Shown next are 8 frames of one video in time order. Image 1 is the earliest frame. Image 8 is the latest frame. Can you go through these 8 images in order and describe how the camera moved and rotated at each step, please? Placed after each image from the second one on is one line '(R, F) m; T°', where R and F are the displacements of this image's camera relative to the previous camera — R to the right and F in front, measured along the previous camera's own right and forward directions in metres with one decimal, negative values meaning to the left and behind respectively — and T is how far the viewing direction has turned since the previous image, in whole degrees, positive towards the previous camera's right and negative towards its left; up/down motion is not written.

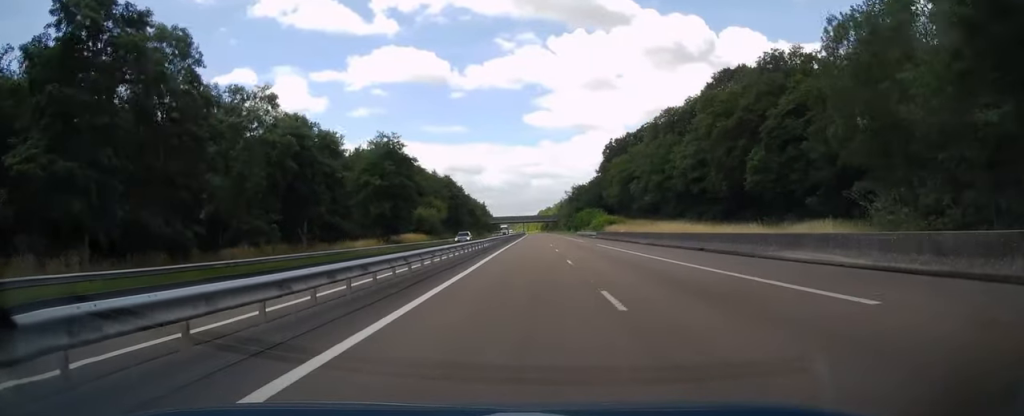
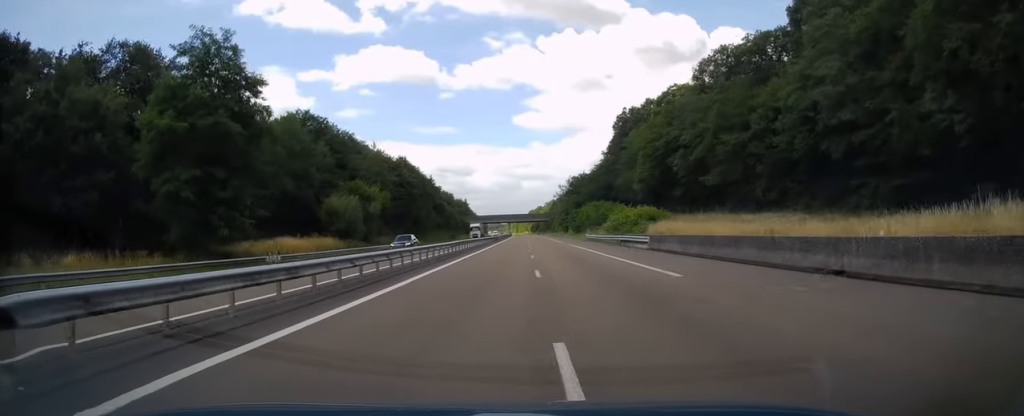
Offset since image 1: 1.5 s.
(0.0, +44.6) m; +1°
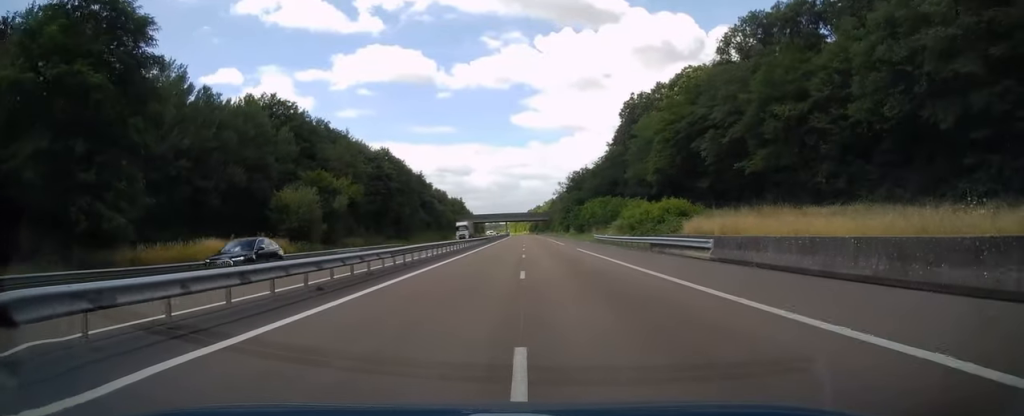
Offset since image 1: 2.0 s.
(+0.1, +13.2) m; 0°
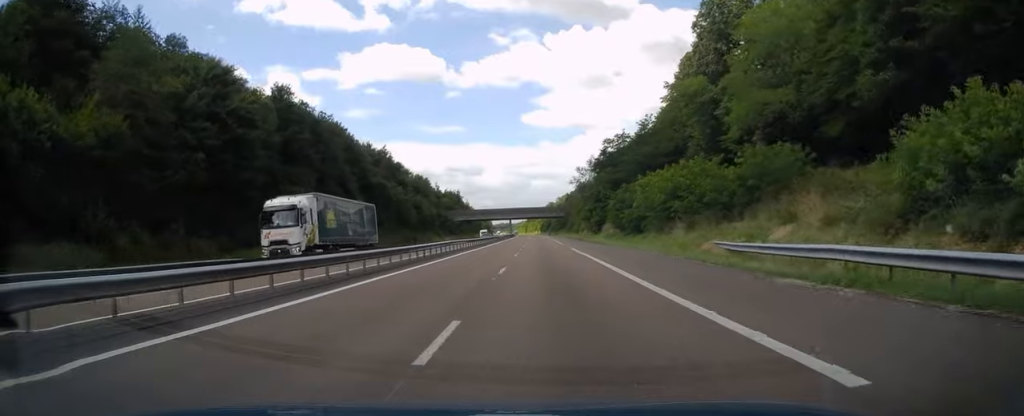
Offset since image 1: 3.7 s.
(-0.6, +50.1) m; -1°
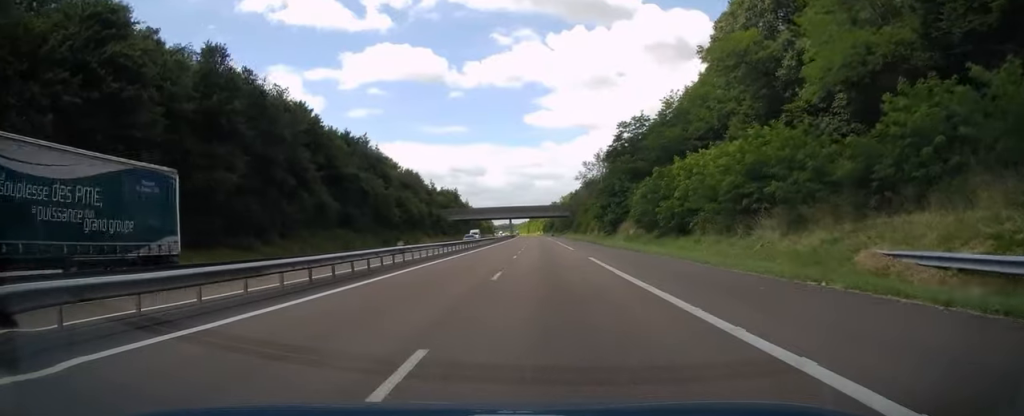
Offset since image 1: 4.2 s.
(0.0, +15.2) m; 0°
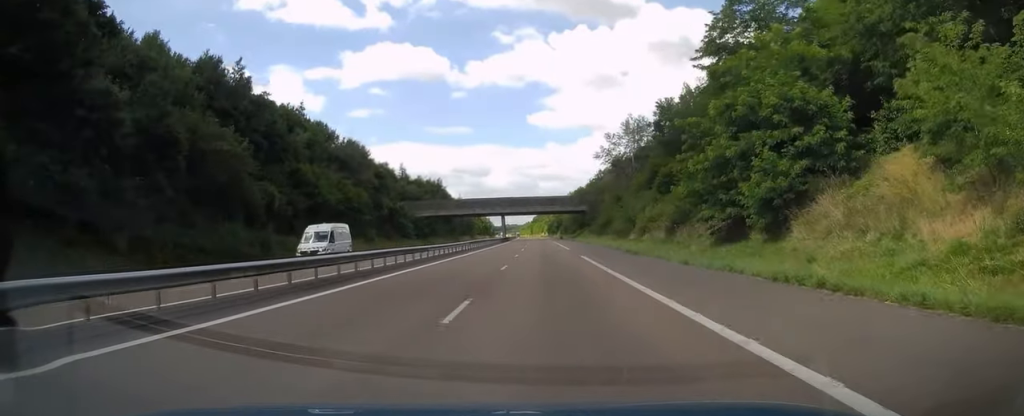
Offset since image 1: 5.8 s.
(-0.1, +47.1) m; -1°
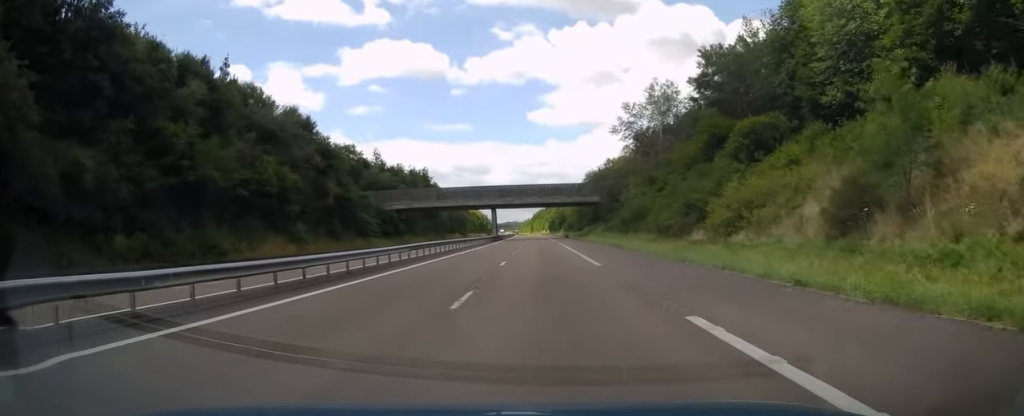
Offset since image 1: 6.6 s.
(-0.1, +24.5) m; 0°
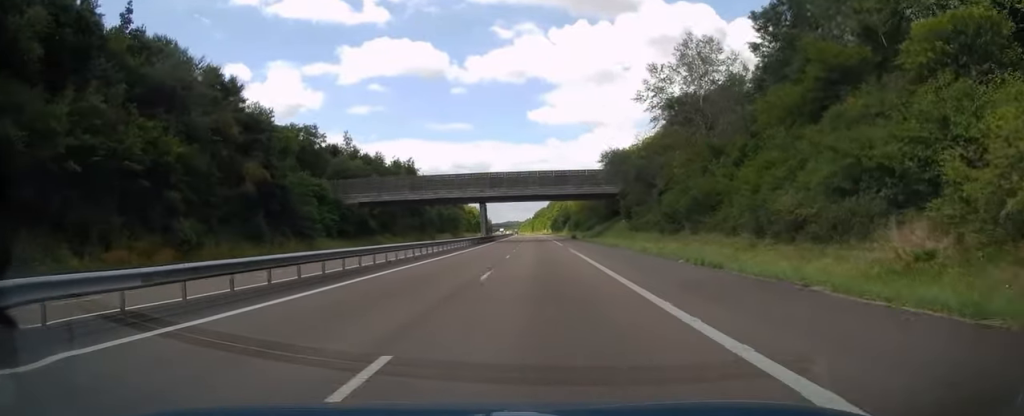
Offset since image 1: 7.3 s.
(0.0, +20.1) m; 0°
